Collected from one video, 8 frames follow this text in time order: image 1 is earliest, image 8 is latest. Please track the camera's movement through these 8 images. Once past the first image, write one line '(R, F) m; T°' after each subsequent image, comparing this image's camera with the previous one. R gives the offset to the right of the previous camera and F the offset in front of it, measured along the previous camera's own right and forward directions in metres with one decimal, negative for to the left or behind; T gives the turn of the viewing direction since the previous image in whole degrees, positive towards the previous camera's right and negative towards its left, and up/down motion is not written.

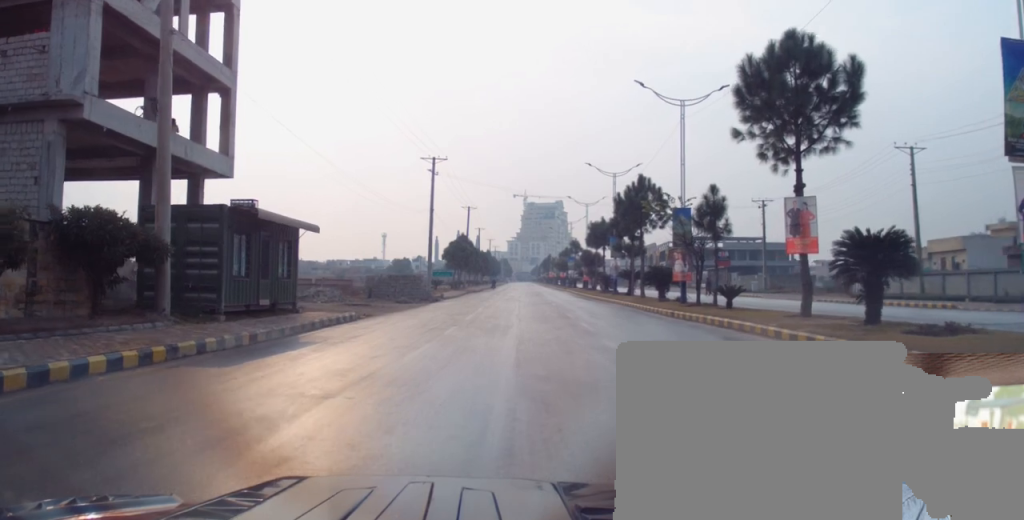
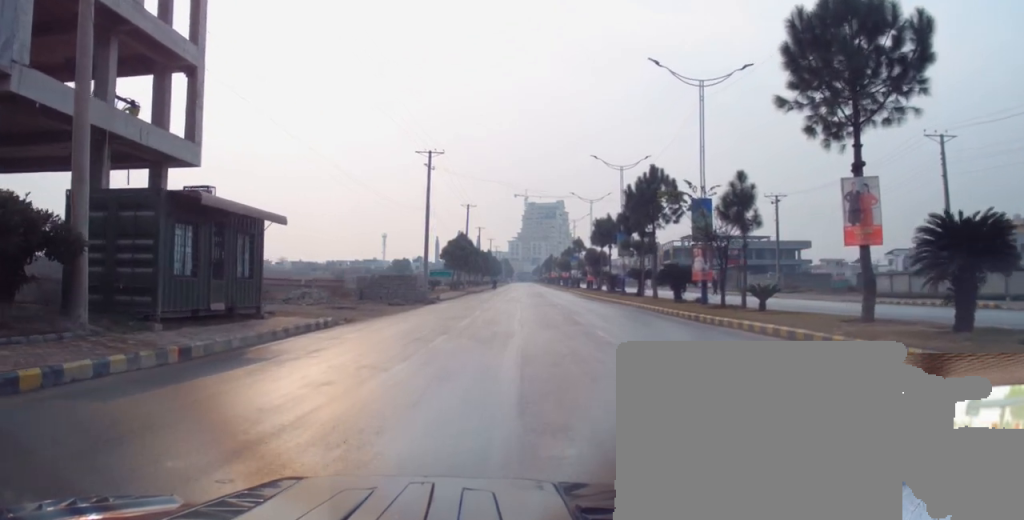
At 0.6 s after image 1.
(+0.2, +3.5) m; 0°
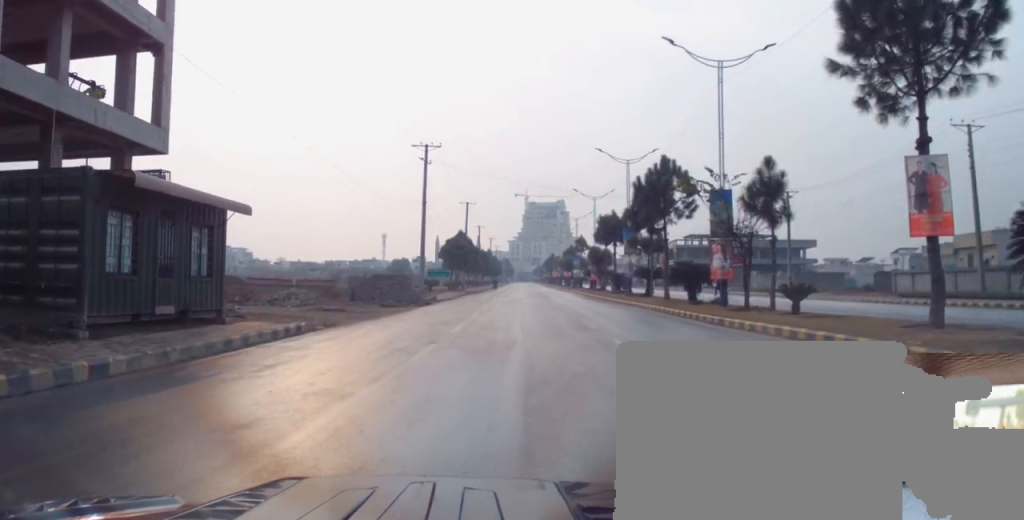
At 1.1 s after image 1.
(0.0, +3.0) m; 0°
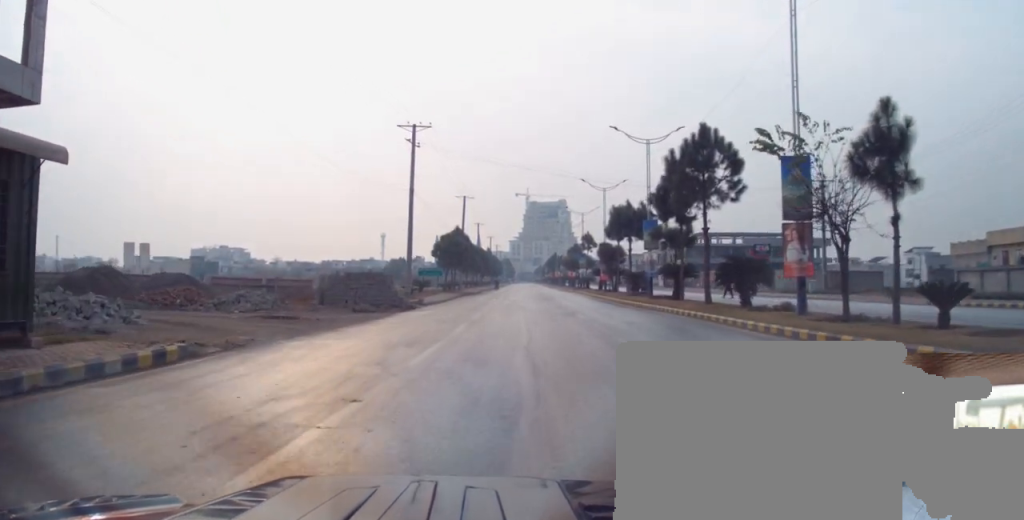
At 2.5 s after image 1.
(-0.1, +7.8) m; -2°
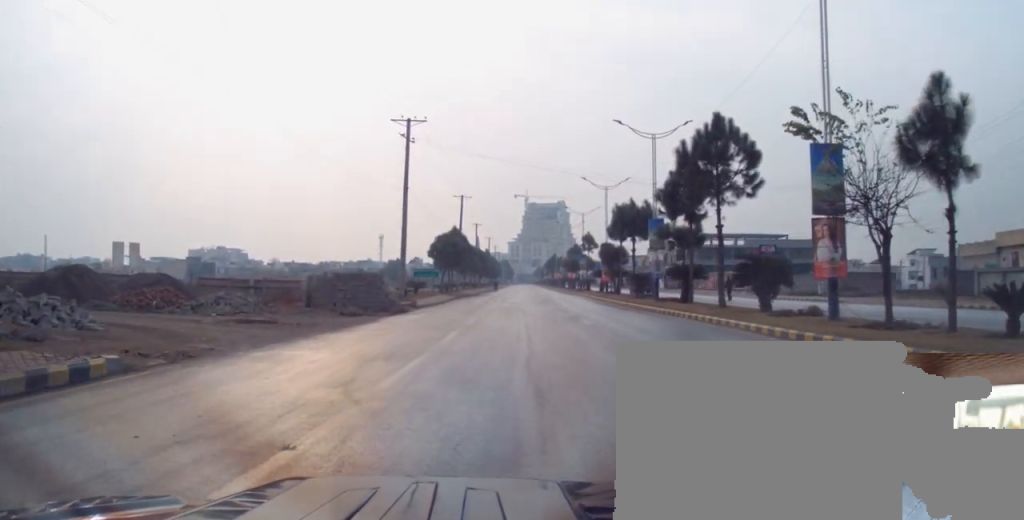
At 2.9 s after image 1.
(+0.2, +2.4) m; -2°
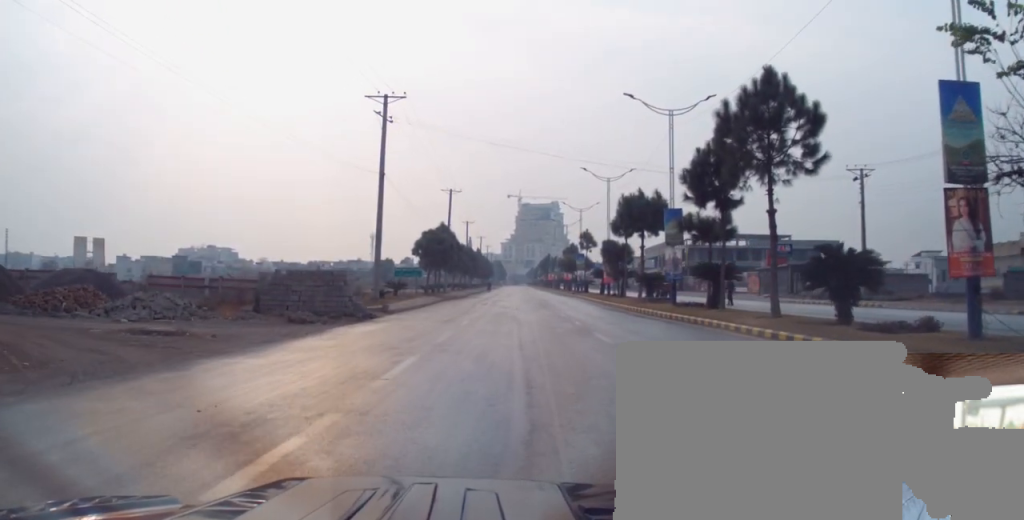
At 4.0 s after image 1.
(-0.5, +6.7) m; +4°
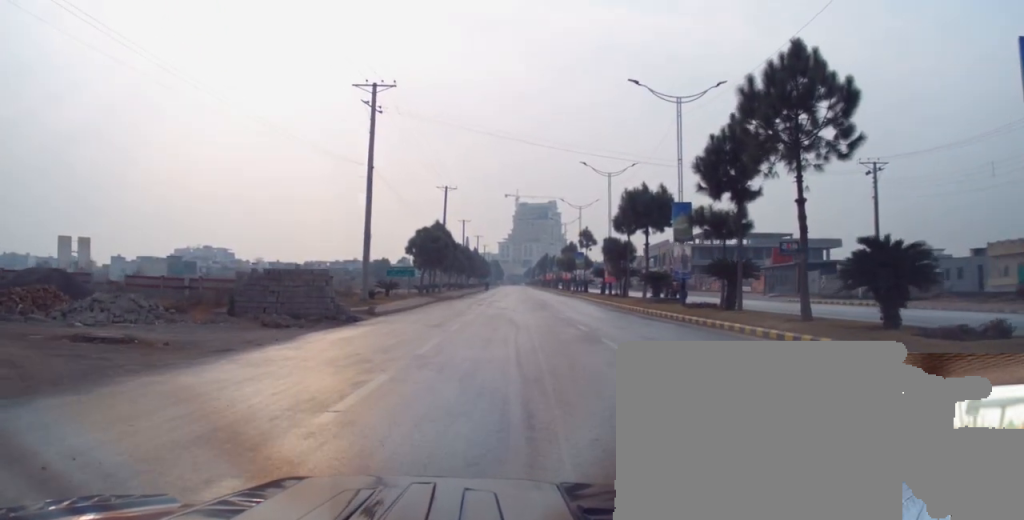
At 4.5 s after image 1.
(+0.4, +2.5) m; +4°
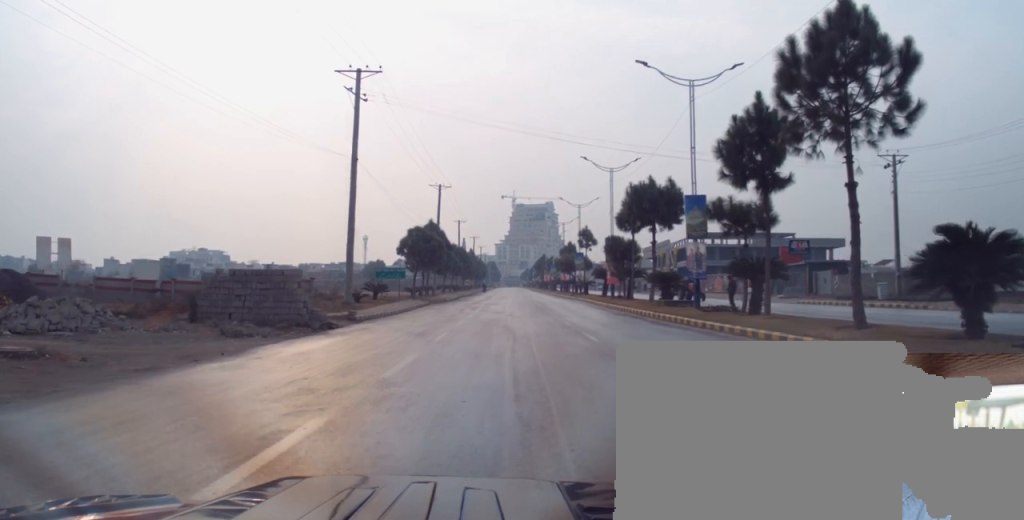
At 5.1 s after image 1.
(+0.3, +3.3) m; +3°
